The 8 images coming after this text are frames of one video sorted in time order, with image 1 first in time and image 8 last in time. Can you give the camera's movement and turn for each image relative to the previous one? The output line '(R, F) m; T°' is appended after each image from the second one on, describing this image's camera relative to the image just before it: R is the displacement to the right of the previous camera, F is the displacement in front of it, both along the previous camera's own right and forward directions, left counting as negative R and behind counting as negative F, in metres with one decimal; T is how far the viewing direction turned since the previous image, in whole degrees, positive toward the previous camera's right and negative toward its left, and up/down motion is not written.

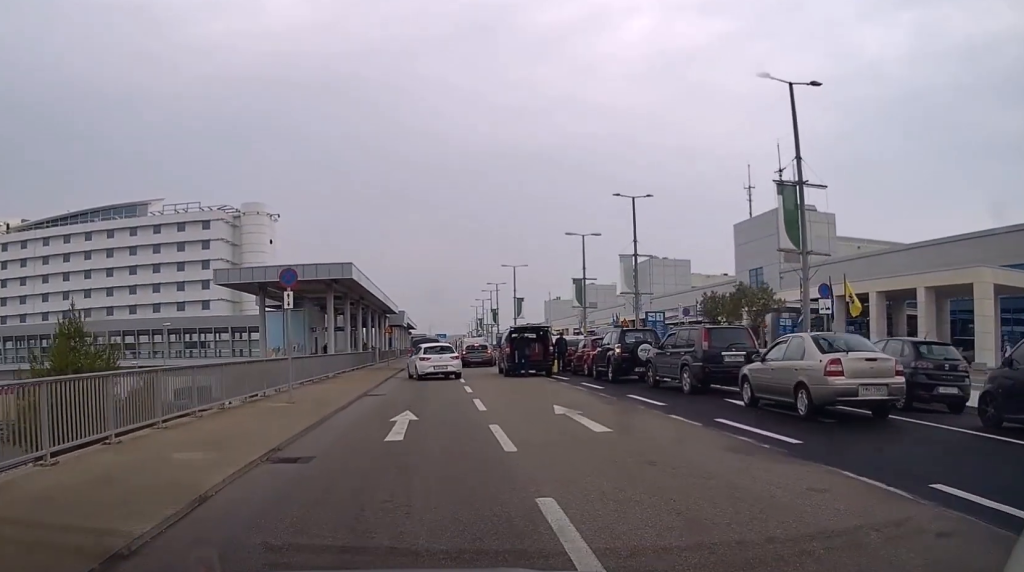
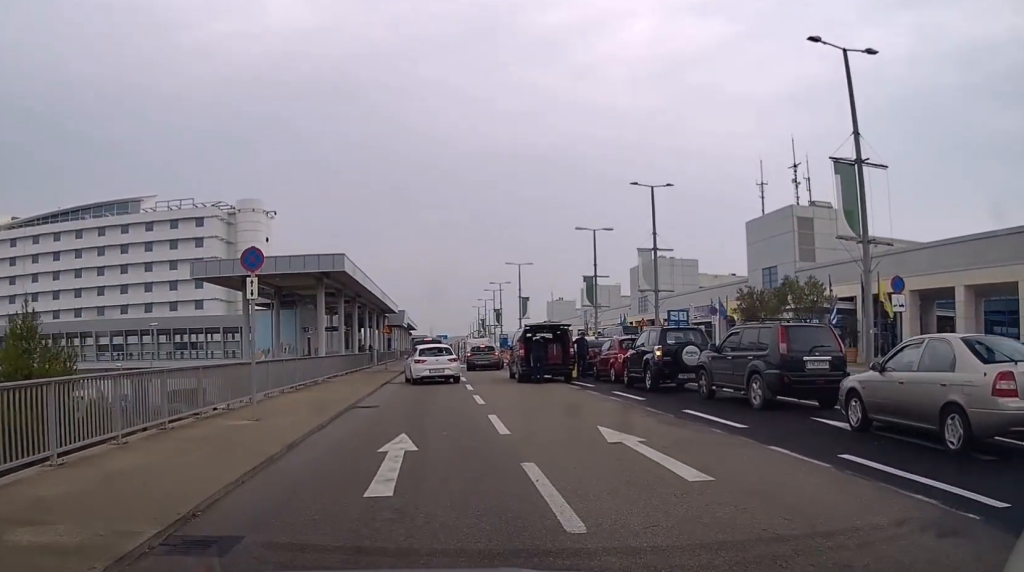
(-0.1, +3.5) m; 0°
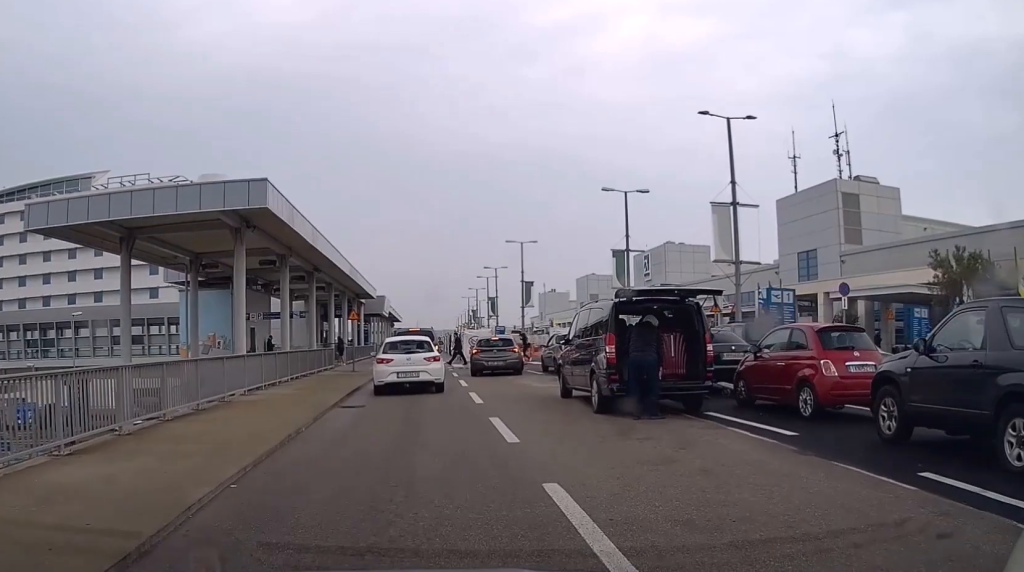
(+0.1, +13.2) m; +1°
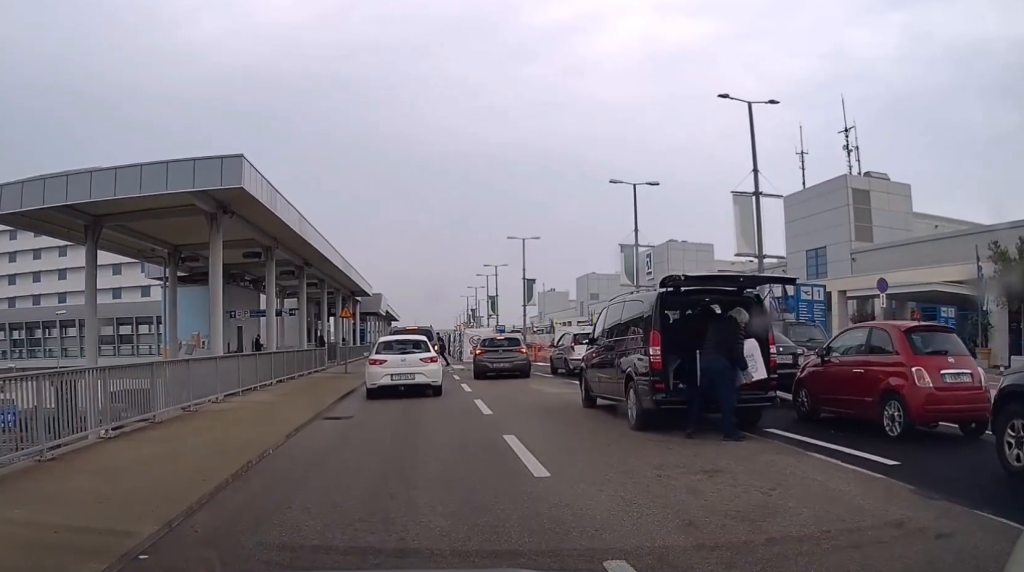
(+0.1, +2.8) m; +1°
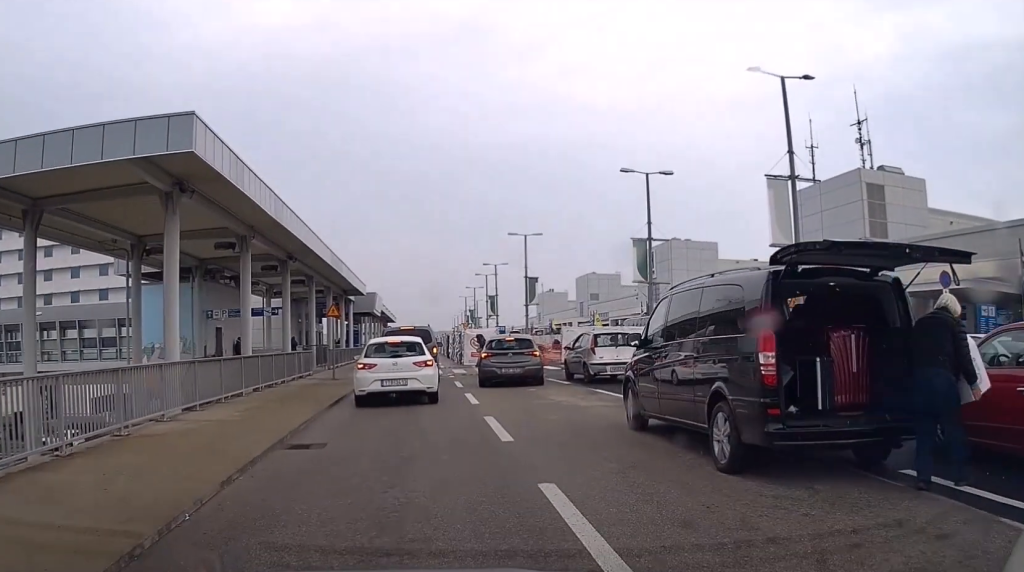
(0.0, +4.0) m; 0°
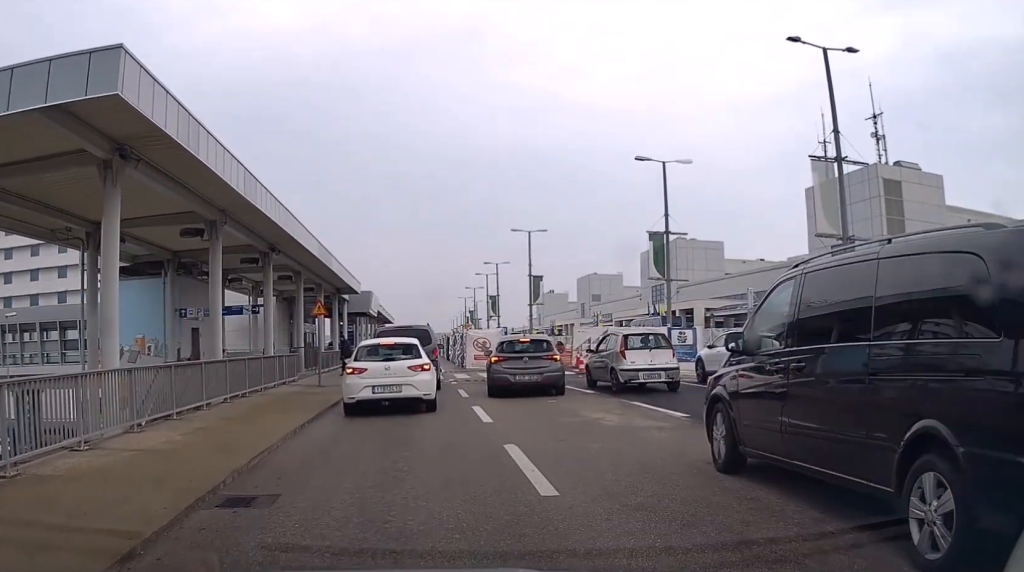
(-0.1, +3.9) m; -3°
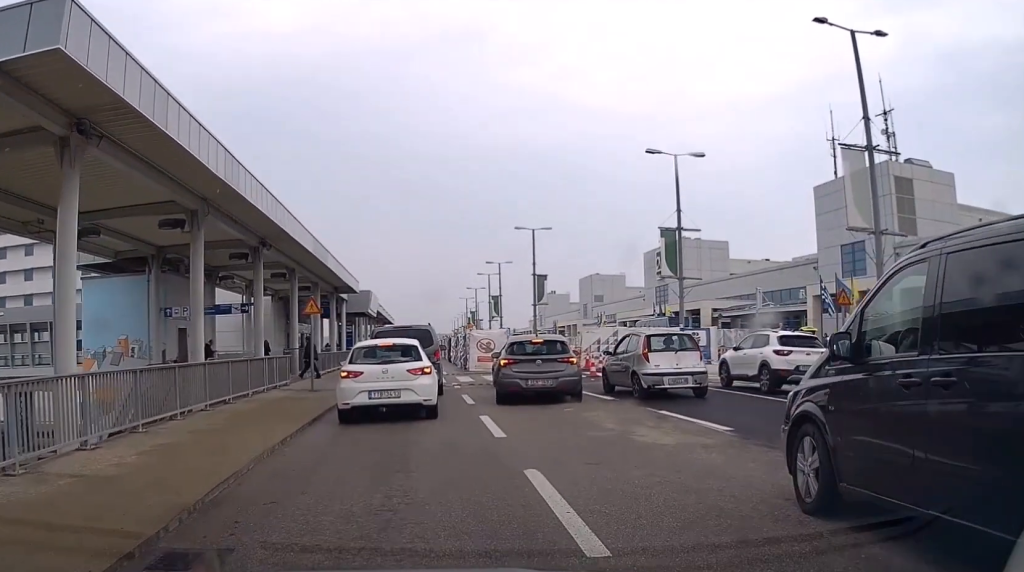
(-0.1, +1.9) m; 0°
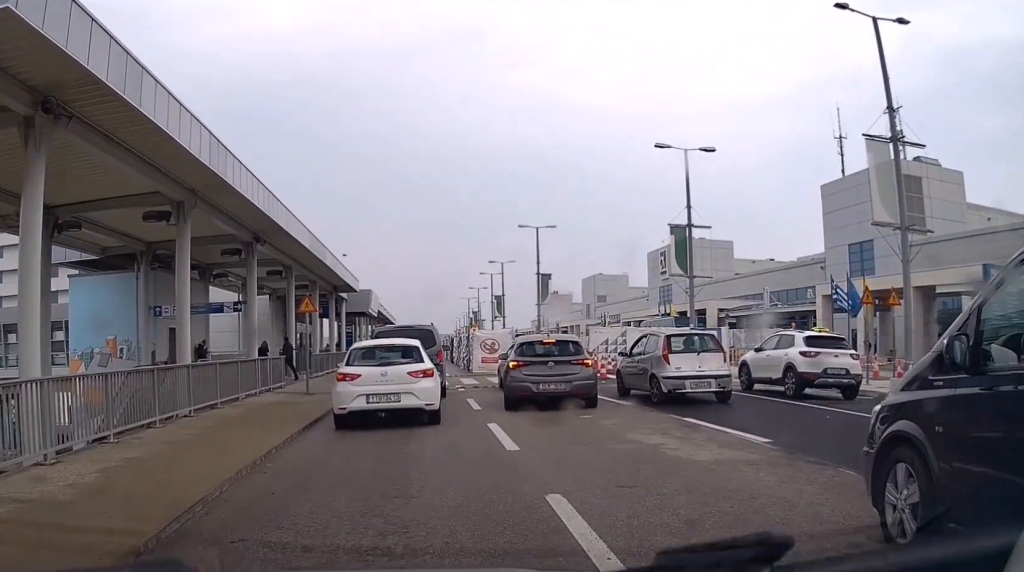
(0.0, +1.2) m; +2°
